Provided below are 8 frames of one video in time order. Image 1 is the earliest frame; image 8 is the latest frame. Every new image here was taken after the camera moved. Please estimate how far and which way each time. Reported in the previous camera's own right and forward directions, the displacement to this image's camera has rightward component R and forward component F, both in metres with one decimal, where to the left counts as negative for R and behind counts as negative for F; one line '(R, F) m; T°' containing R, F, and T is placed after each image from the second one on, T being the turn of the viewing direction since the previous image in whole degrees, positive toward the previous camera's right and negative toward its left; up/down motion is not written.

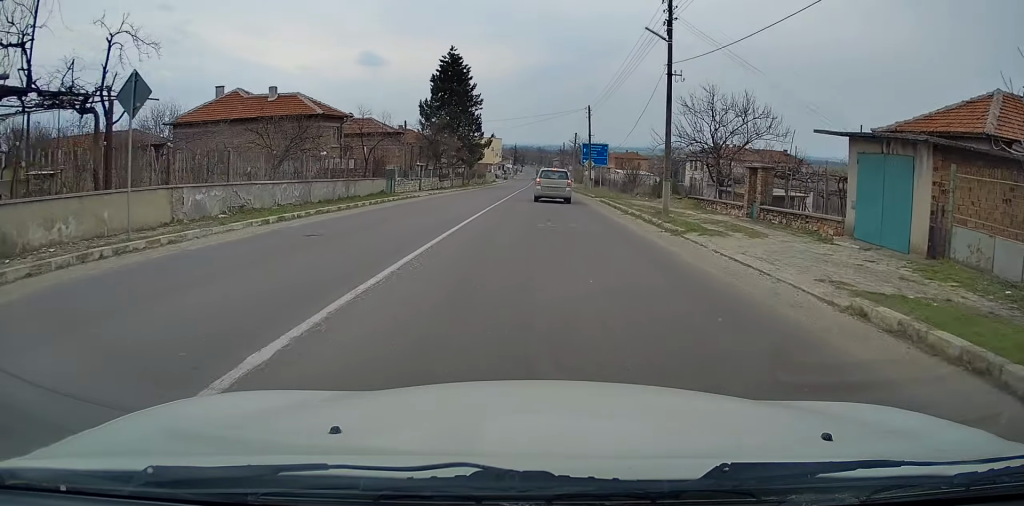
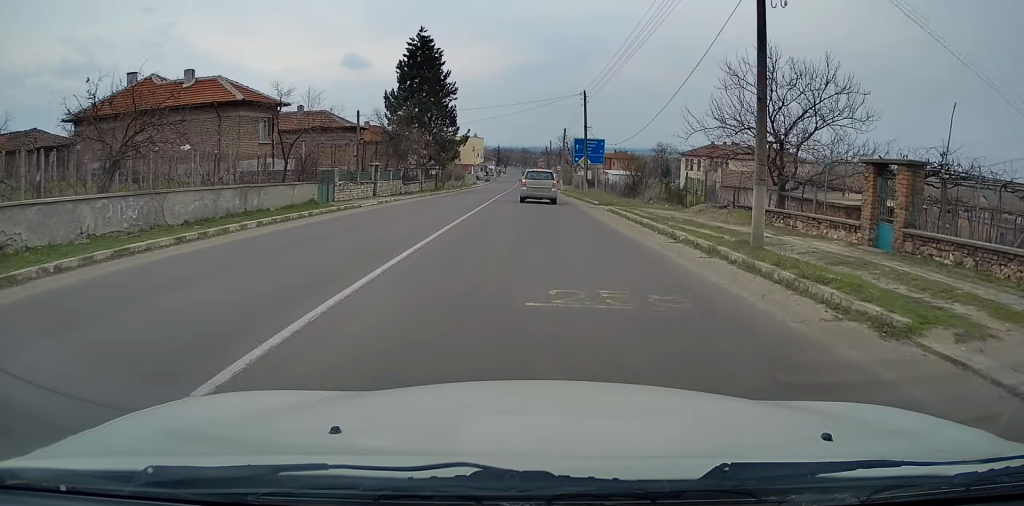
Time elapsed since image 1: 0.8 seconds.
(0.0, +10.0) m; +1°
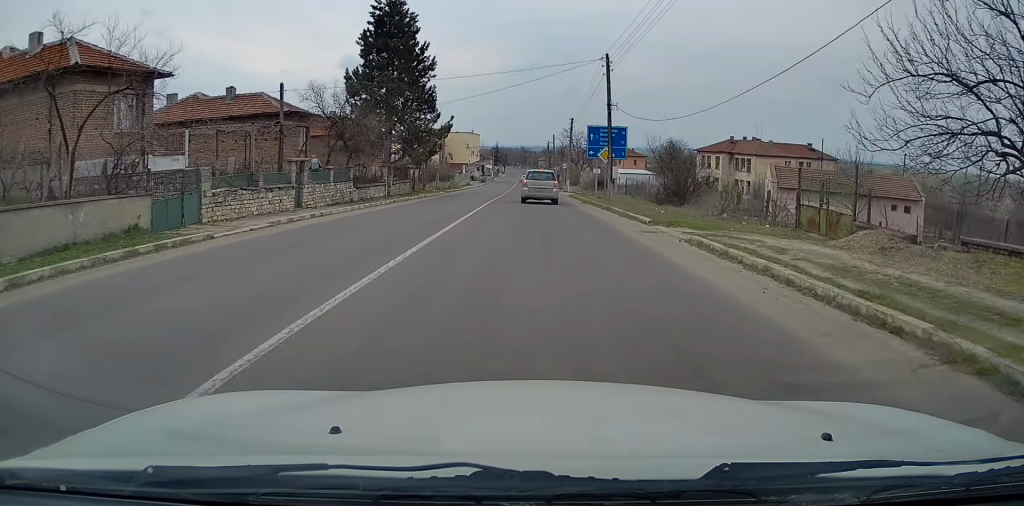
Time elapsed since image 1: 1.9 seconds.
(+0.2, +13.3) m; +1°
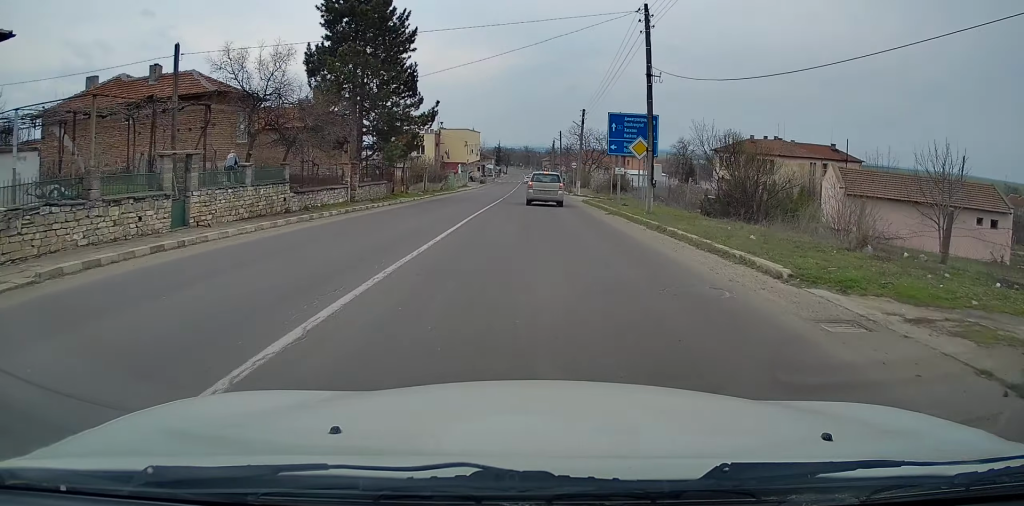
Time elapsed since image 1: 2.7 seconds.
(0.0, +9.7) m; 0°
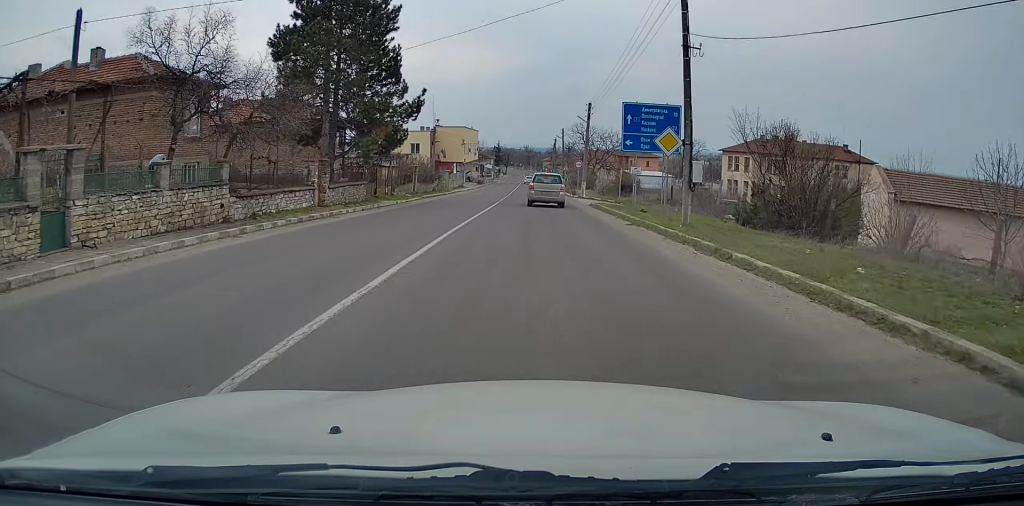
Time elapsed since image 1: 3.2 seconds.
(0.0, +5.3) m; 0°
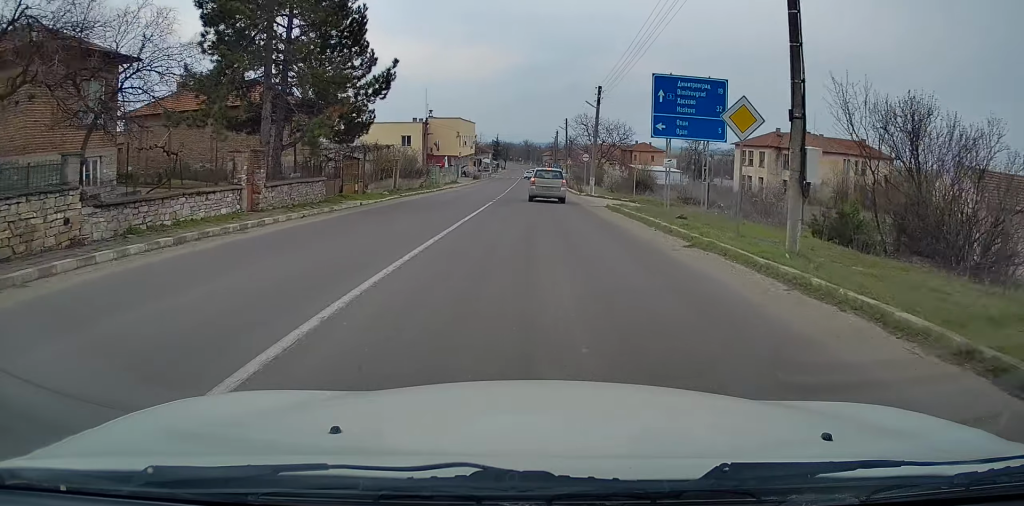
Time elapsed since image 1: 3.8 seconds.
(0.0, +7.3) m; 0°
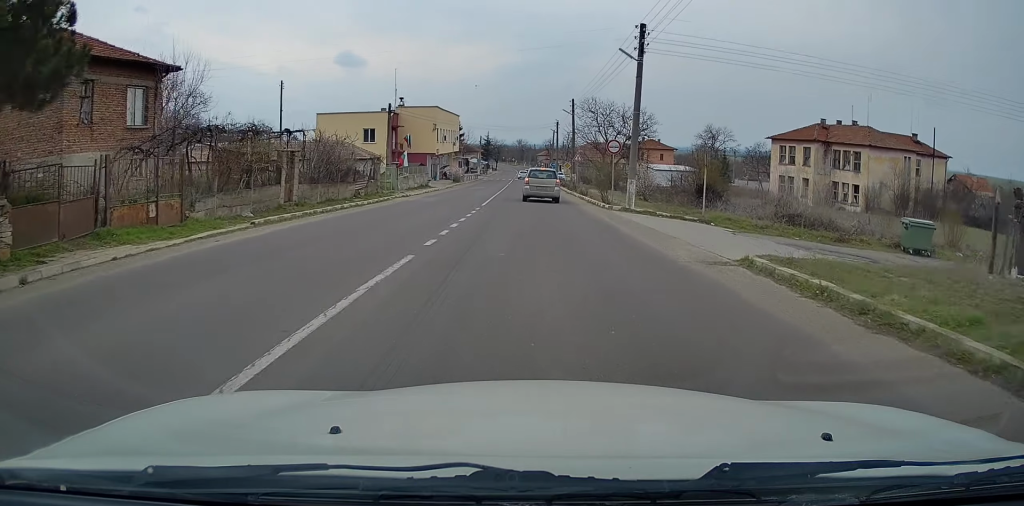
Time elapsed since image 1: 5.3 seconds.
(0.0, +18.8) m; 0°
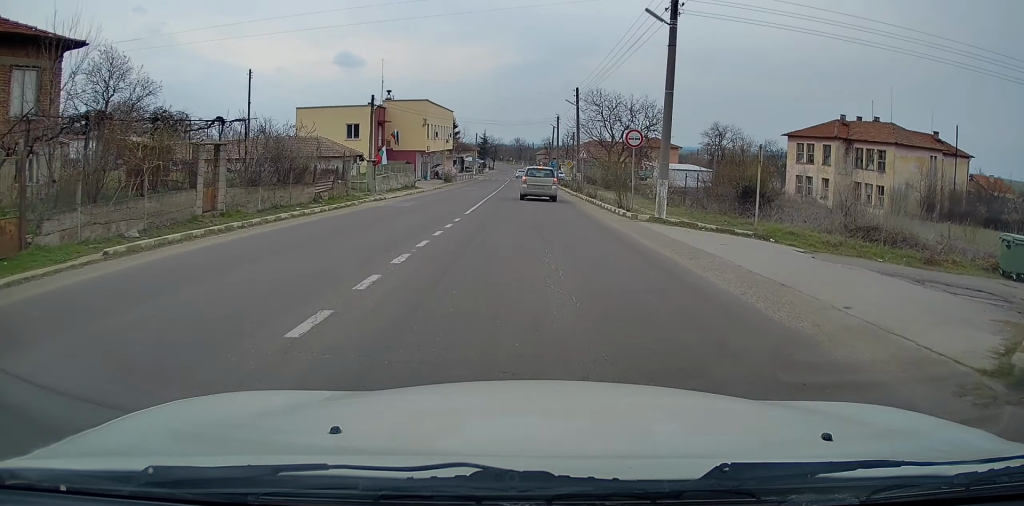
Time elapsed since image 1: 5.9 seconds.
(0.0, +6.3) m; 0°
